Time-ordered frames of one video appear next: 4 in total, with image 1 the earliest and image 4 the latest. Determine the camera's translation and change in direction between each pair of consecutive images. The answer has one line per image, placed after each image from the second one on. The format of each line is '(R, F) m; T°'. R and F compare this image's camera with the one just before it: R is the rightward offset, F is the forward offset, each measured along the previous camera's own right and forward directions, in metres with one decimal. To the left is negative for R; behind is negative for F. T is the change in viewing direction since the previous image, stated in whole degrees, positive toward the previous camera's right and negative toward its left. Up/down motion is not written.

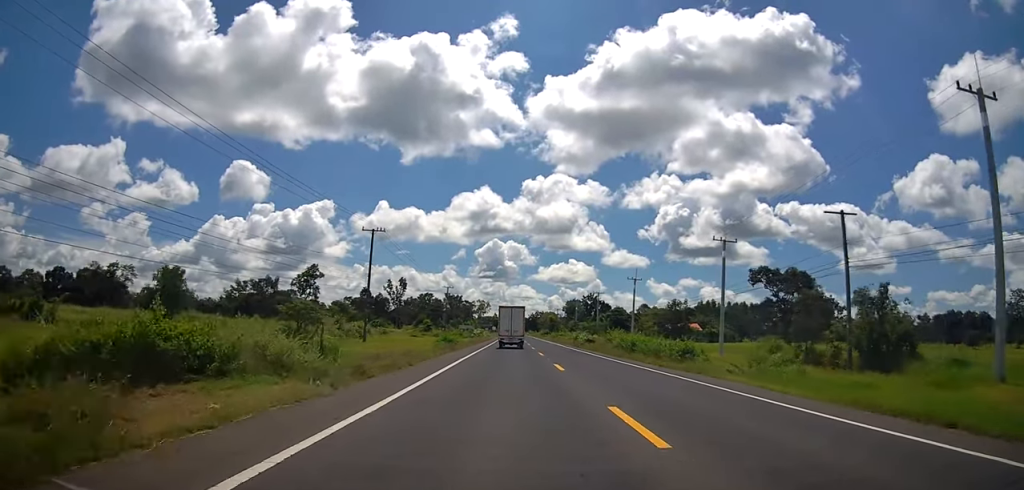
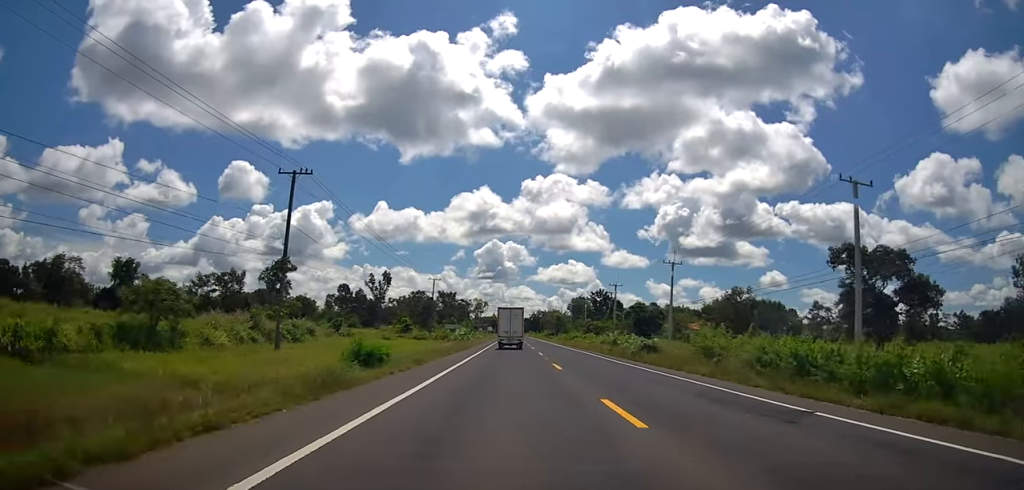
(-0.5, +22.6) m; -1°
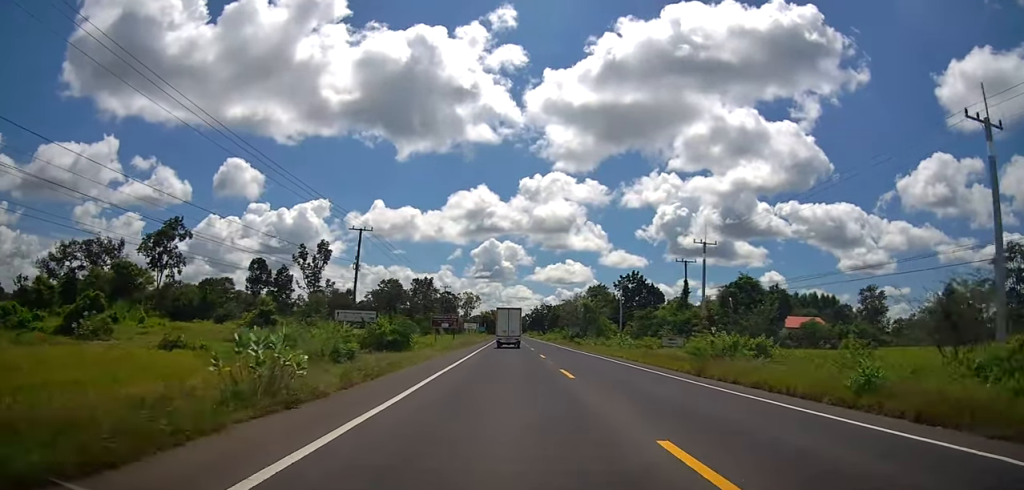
(+1.5, +52.7) m; +2°
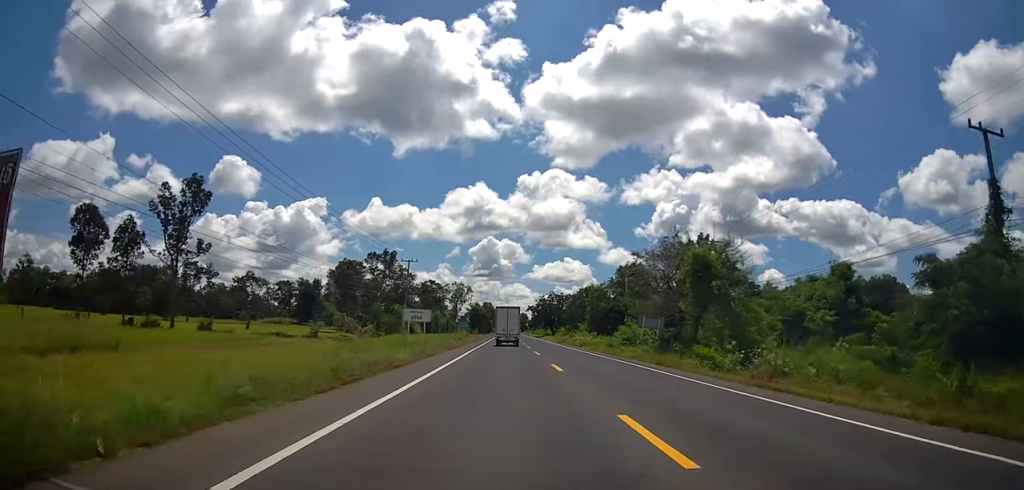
(-0.1, +46.3) m; 0°
